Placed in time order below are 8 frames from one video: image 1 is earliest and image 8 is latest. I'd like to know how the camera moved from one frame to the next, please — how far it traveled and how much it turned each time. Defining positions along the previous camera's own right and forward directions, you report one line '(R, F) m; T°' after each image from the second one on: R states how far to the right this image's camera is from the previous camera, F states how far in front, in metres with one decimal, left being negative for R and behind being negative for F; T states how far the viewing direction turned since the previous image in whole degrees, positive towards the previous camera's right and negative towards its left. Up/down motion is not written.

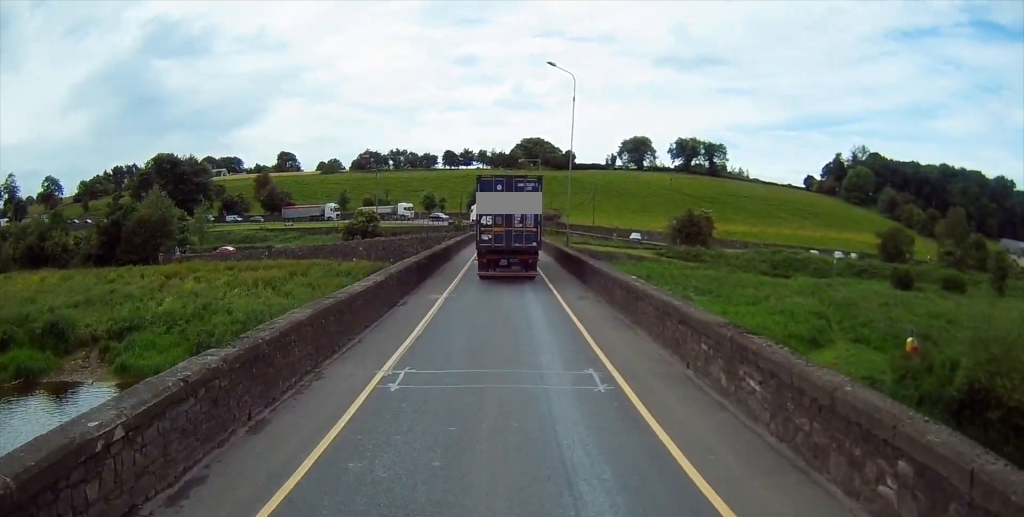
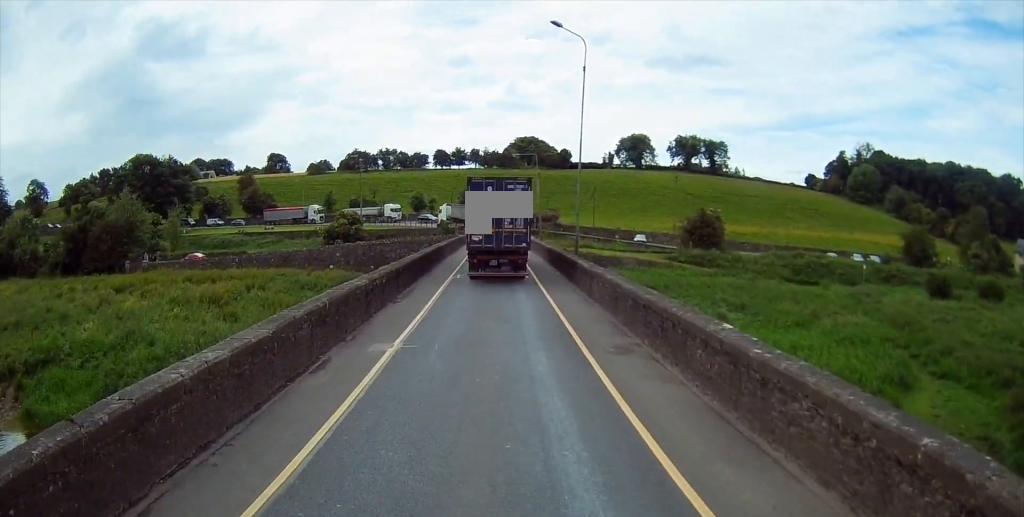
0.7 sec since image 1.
(0.0, +8.4) m; +1°
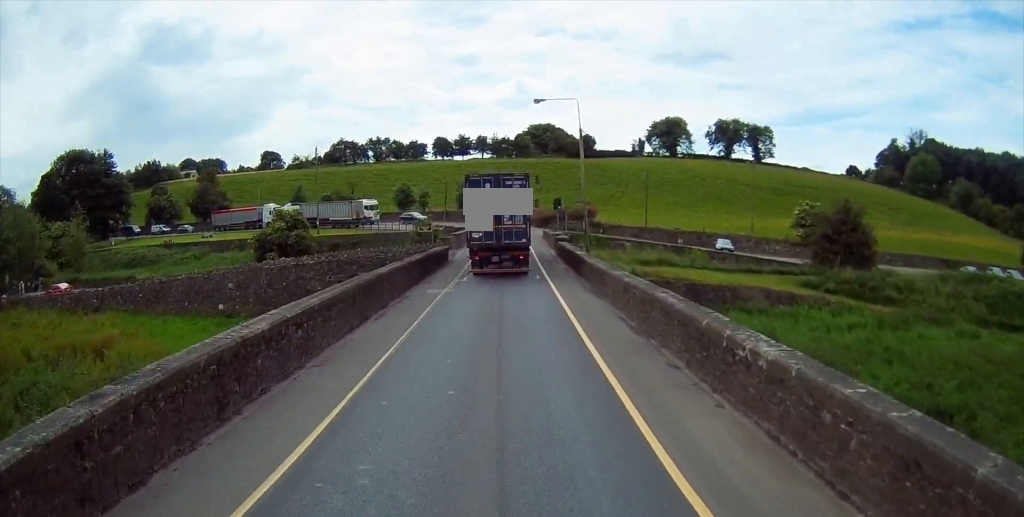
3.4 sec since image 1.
(+0.7, +33.0) m; -1°
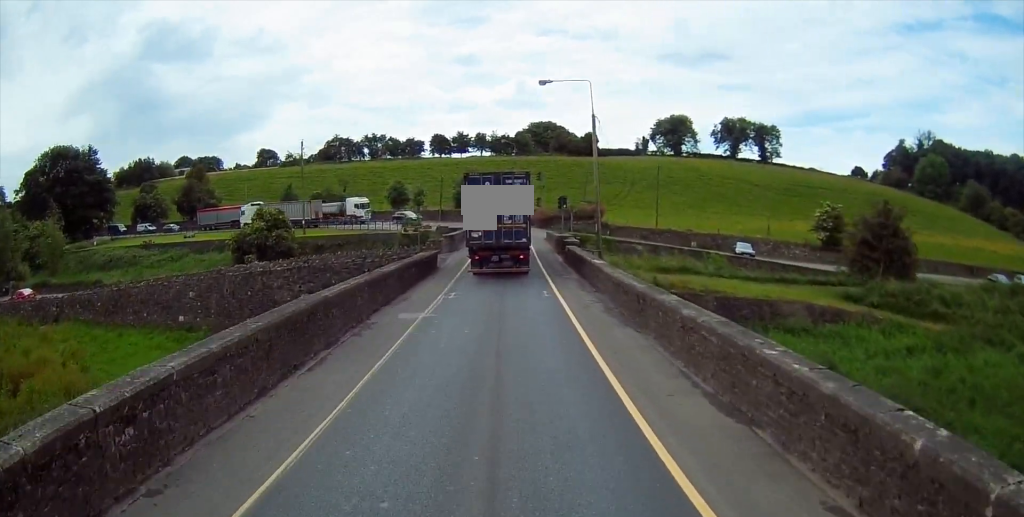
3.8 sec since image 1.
(0.0, +5.8) m; -1°
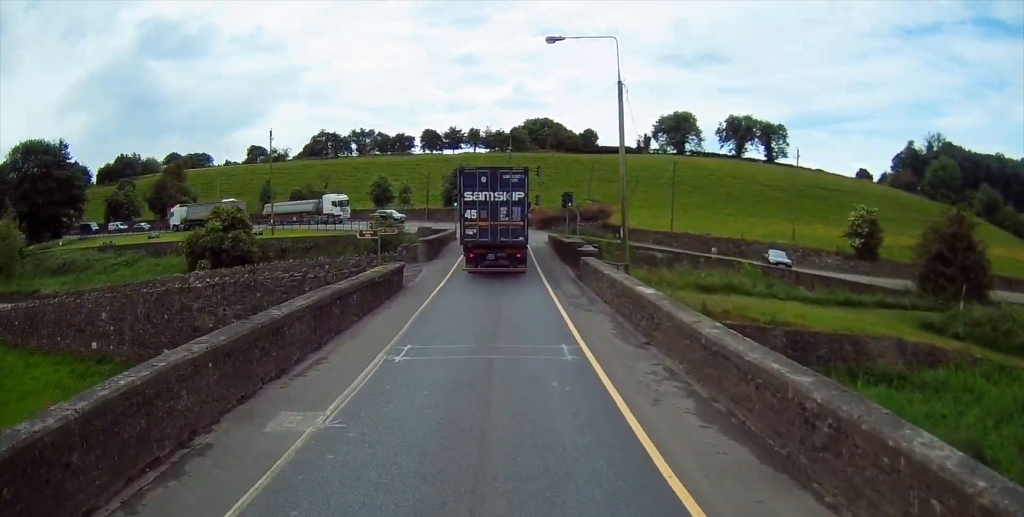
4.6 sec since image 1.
(-0.4, +9.2) m; 0°
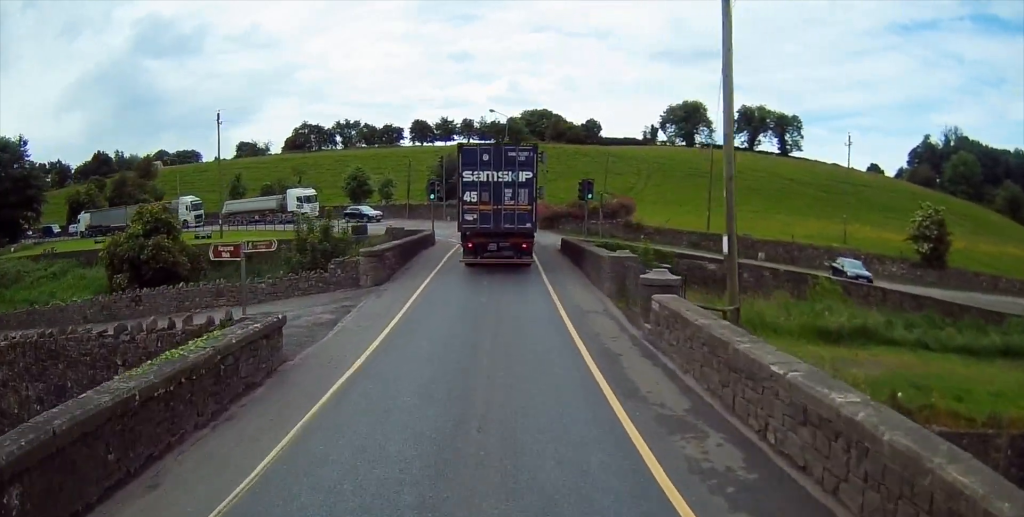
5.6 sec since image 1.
(+0.5, +12.7) m; +3°
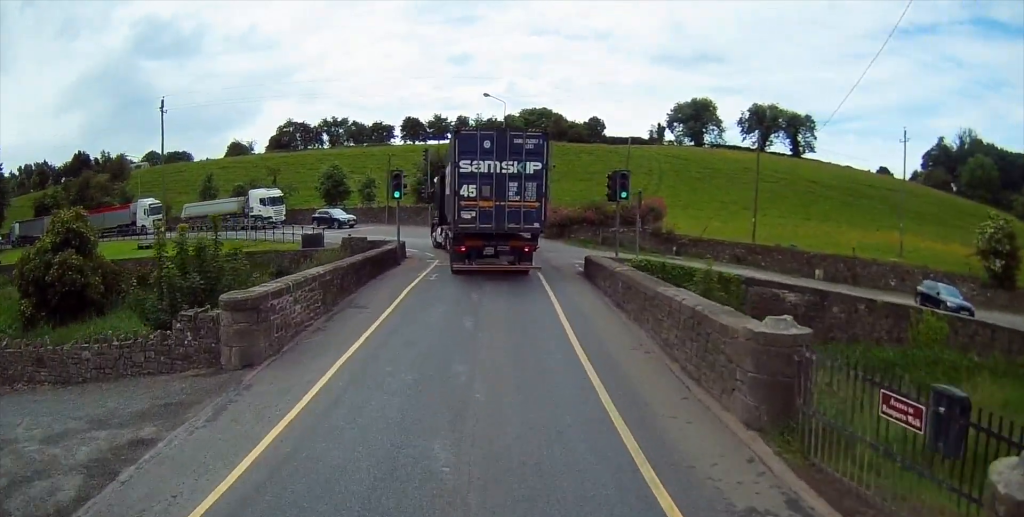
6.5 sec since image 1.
(+0.1, +10.6) m; 0°
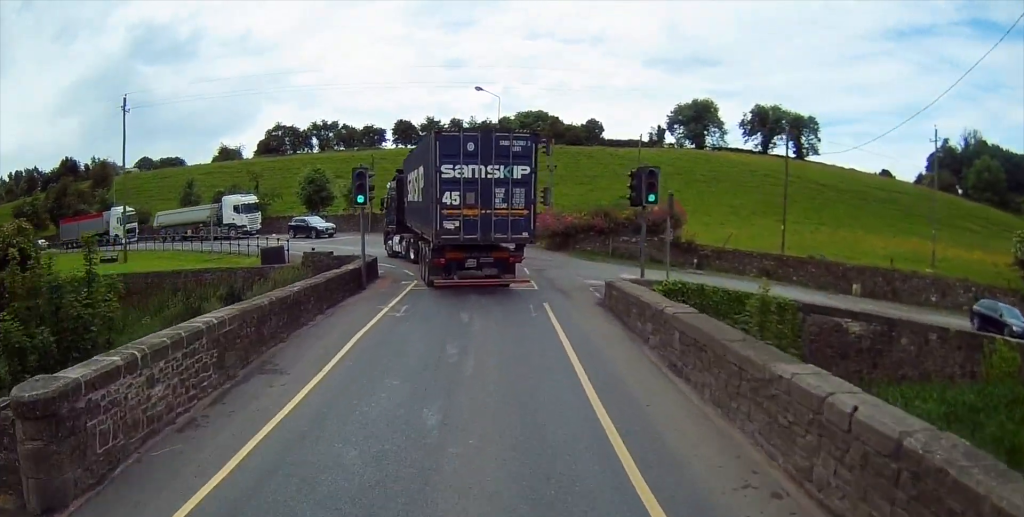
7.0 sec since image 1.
(0.0, +5.6) m; -1°
